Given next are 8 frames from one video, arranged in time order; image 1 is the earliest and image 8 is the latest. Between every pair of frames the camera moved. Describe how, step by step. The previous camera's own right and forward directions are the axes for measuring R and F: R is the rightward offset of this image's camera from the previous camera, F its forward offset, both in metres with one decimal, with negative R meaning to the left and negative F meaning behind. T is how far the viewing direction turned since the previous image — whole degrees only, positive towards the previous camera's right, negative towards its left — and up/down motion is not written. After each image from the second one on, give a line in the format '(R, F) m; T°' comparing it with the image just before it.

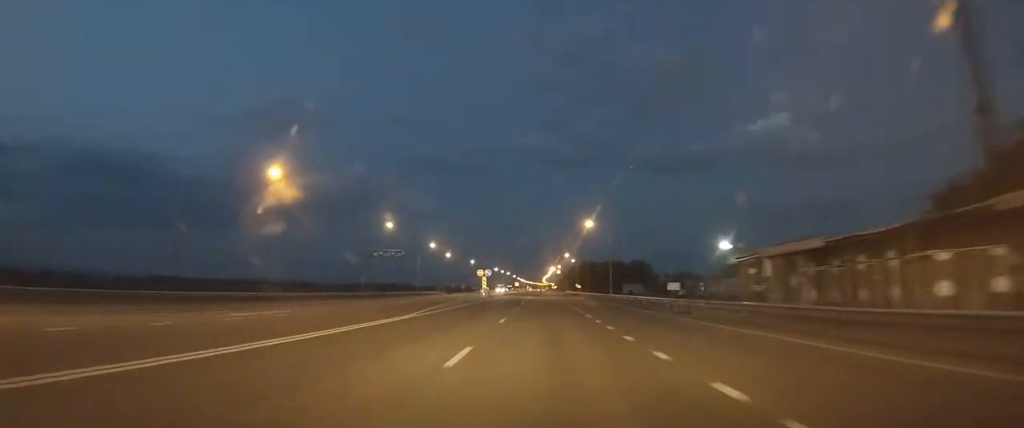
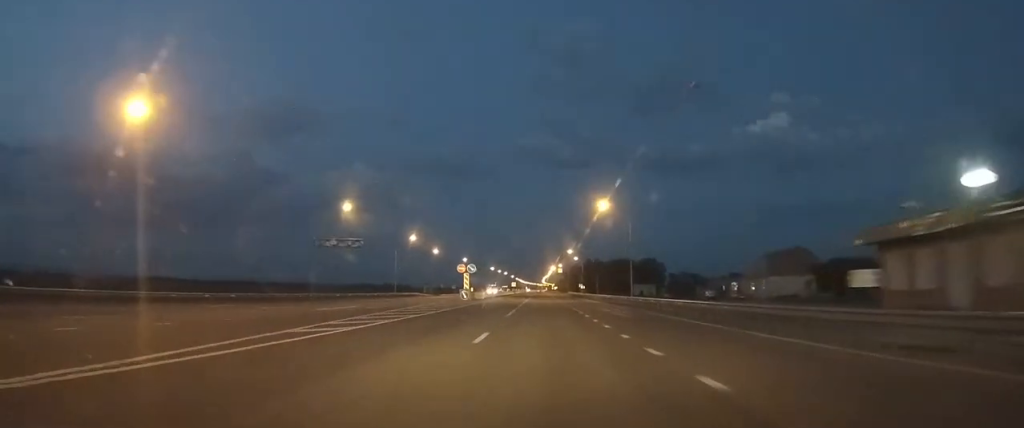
(0.0, +20.7) m; 0°
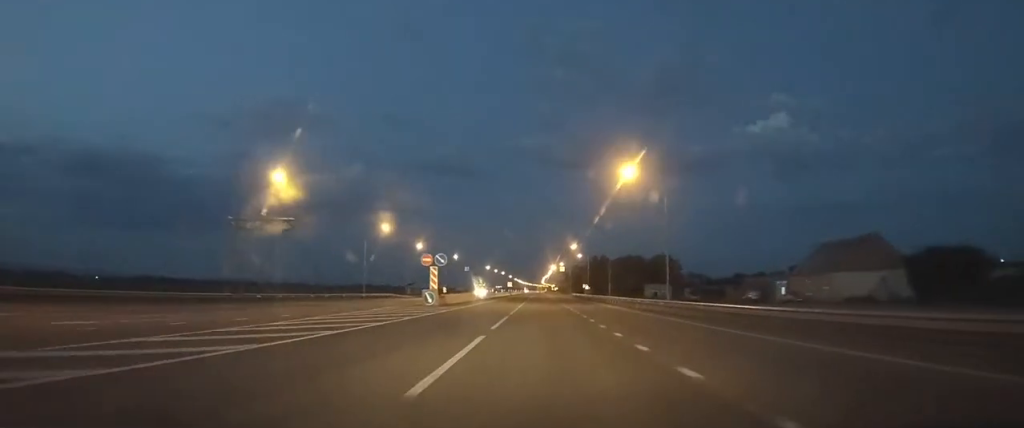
(0.0, +19.8) m; 0°
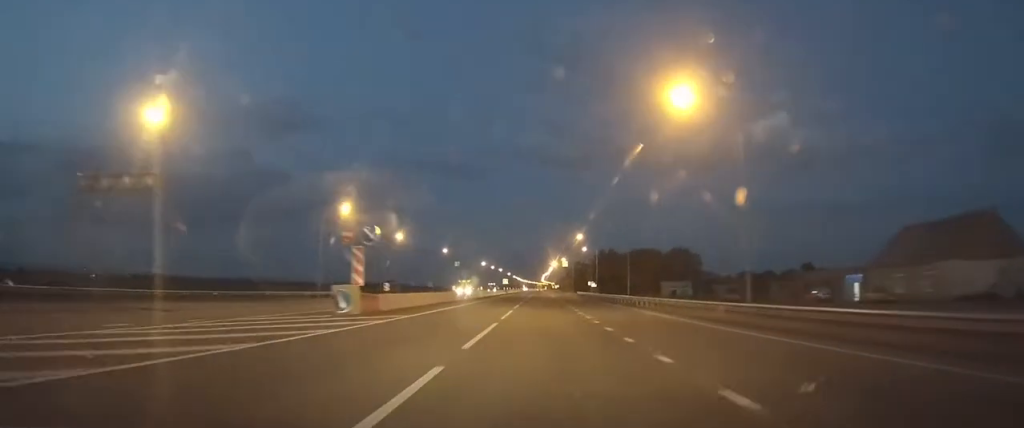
(+0.1, +19.2) m; 0°
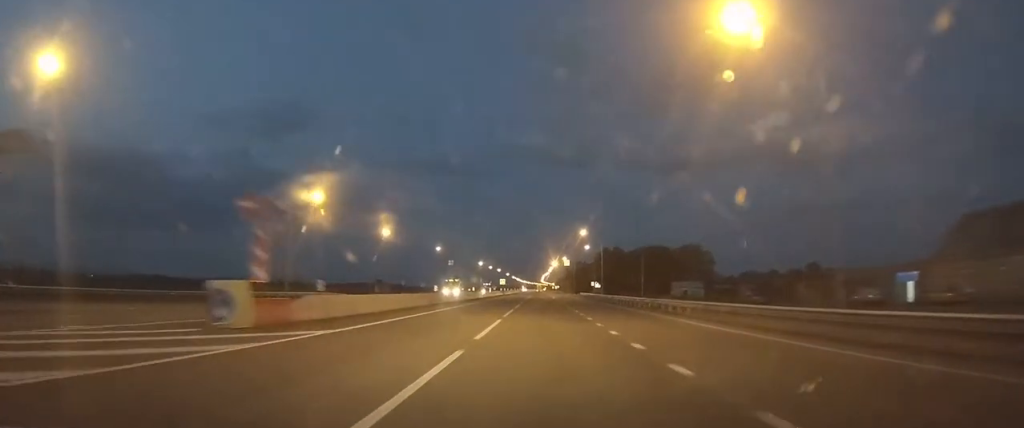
(0.0, +9.6) m; 0°
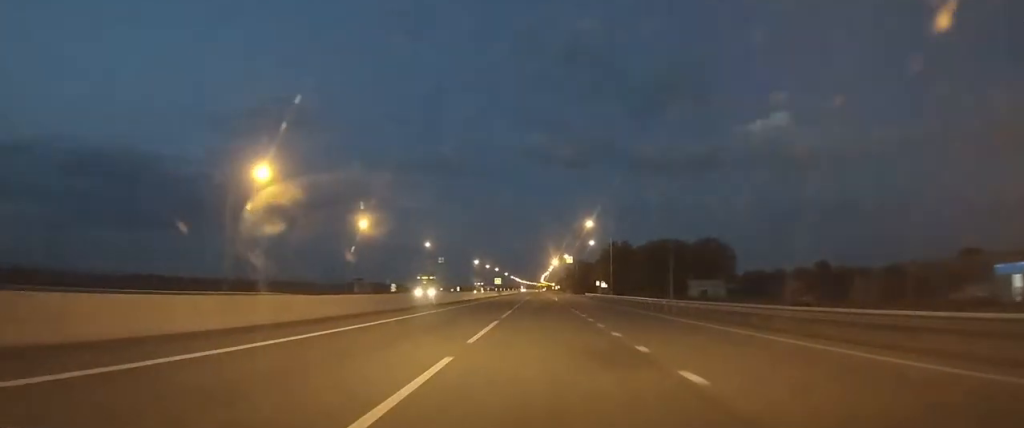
(0.0, +13.3) m; 0°
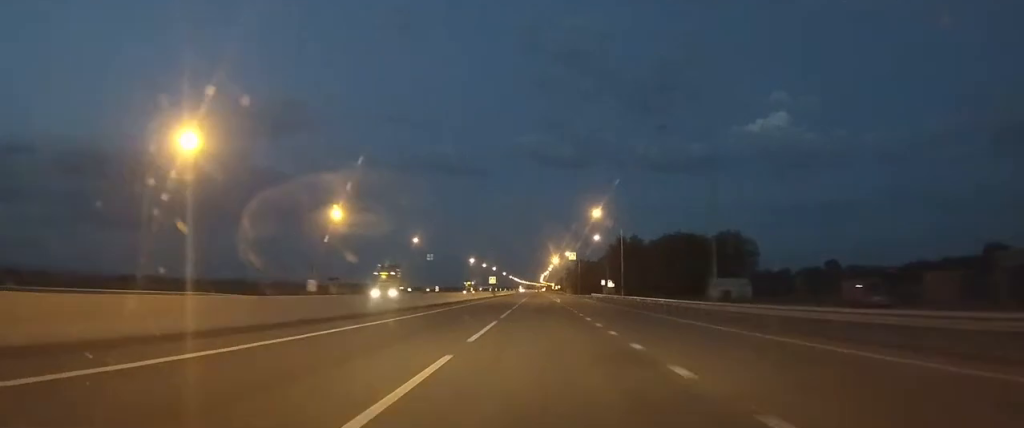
(0.0, +11.9) m; 0°
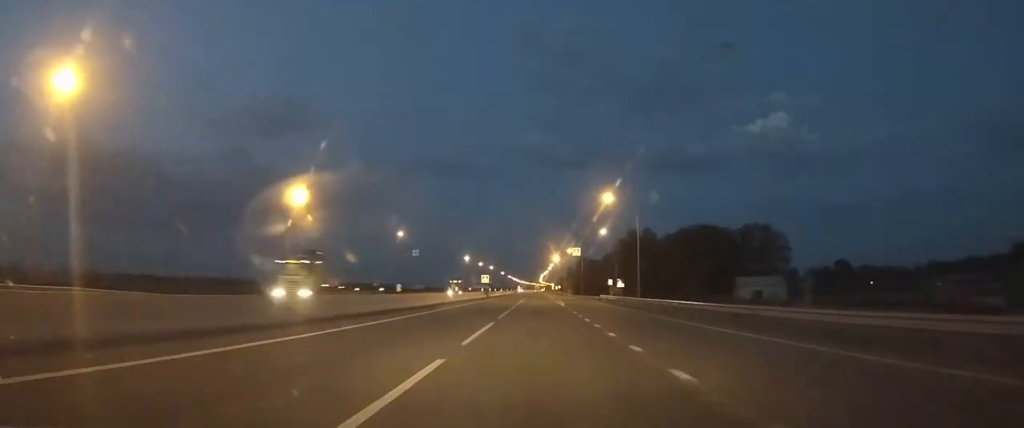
(+0.1, +12.6) m; 0°
